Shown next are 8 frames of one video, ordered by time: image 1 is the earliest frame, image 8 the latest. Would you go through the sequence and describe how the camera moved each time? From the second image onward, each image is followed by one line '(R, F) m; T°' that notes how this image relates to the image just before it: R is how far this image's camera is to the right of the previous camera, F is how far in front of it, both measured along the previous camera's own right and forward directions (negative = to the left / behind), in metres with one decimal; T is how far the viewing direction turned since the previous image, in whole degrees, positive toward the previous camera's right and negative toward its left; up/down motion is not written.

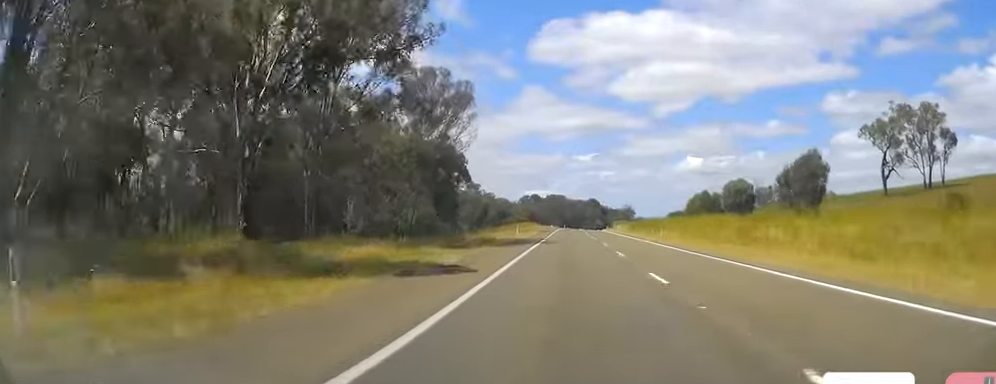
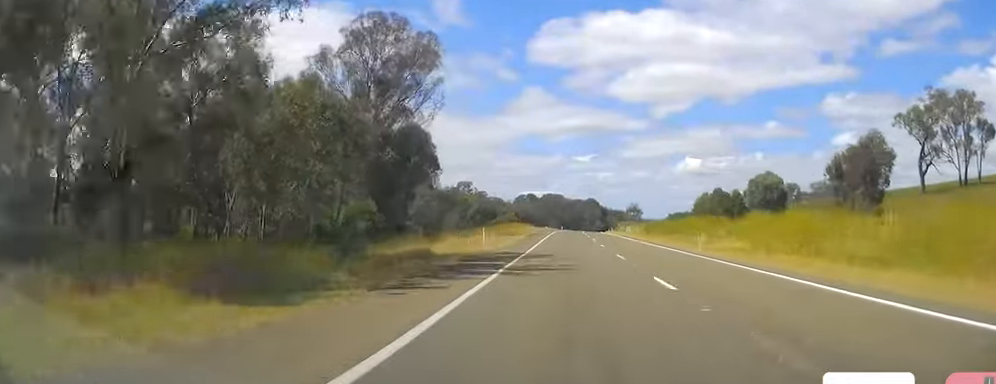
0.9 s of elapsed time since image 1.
(+0.7, +25.2) m; 0°
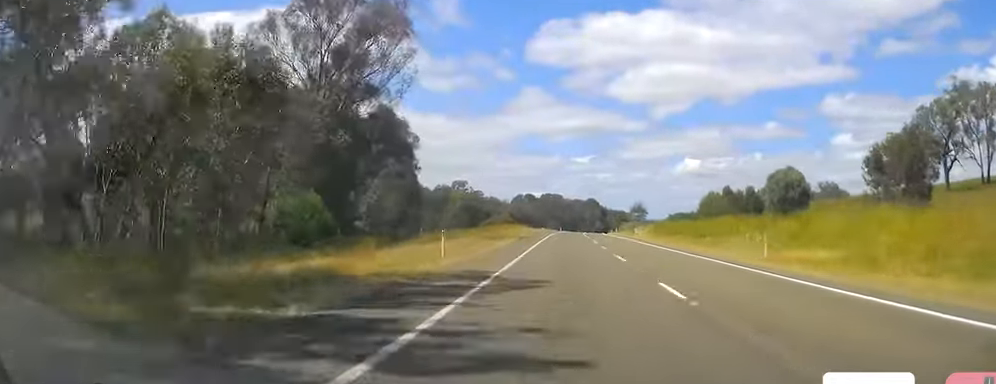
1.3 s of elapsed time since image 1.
(0.0, +13.5) m; 0°
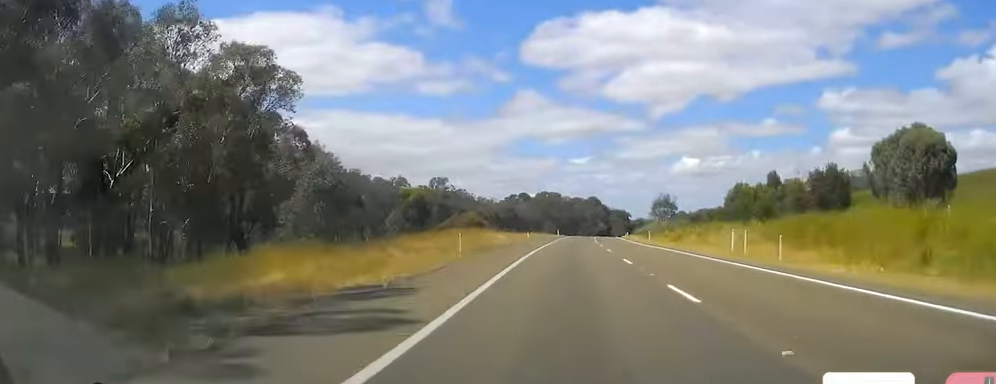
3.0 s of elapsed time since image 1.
(+0.2, +49.2) m; +1°
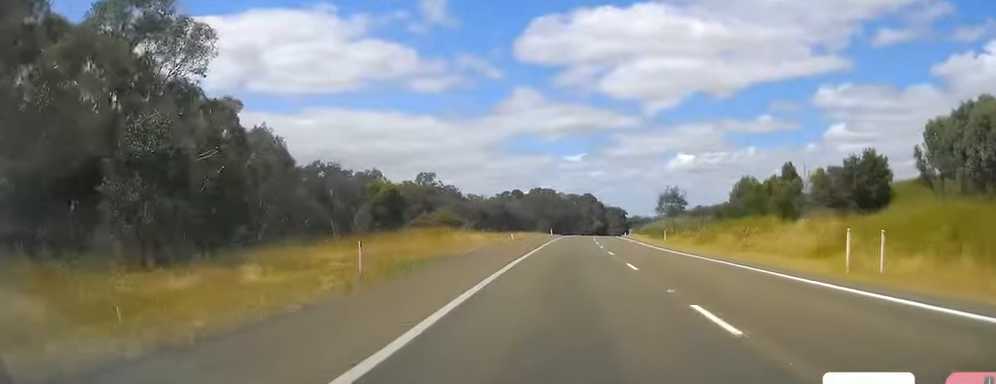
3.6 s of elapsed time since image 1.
(-0.2, +15.5) m; 0°
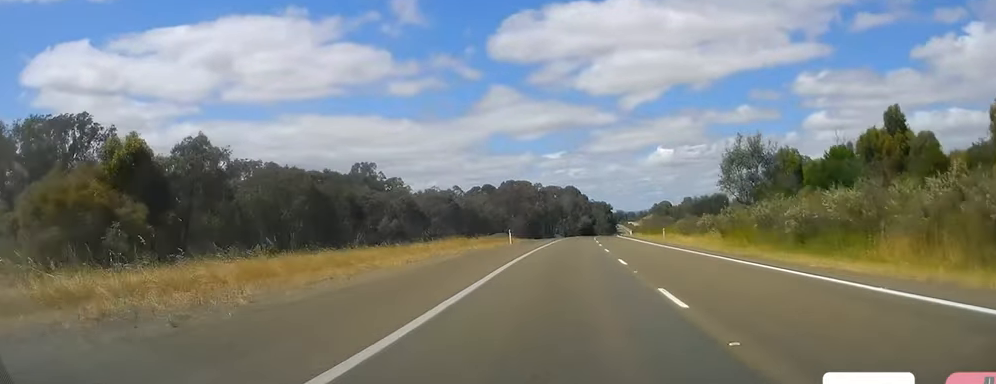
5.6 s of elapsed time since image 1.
(0.0, +58.3) m; 0°
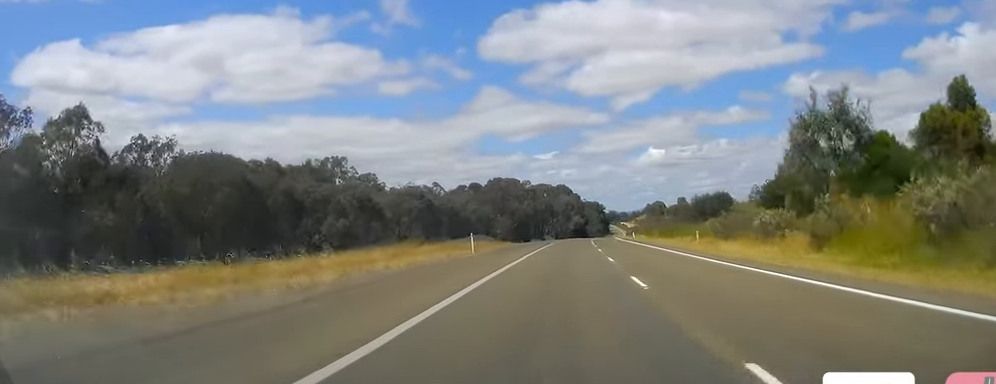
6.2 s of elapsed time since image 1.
(-0.1, +19.4) m; 0°
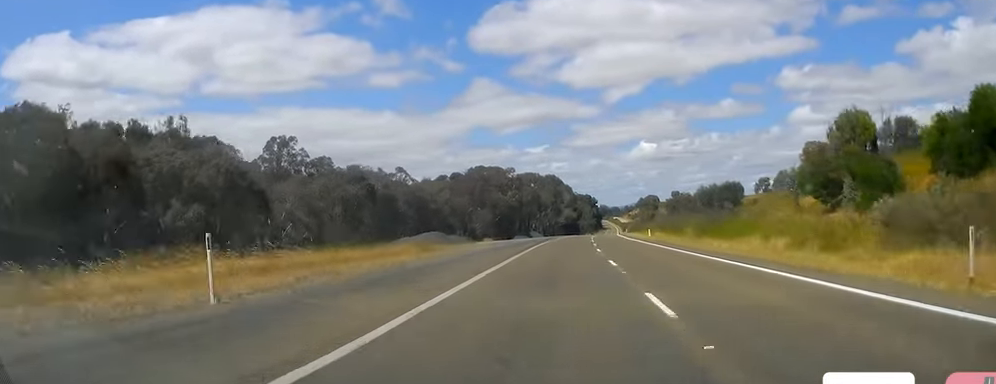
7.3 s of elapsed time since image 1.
(+0.4, +30.2) m; +1°
